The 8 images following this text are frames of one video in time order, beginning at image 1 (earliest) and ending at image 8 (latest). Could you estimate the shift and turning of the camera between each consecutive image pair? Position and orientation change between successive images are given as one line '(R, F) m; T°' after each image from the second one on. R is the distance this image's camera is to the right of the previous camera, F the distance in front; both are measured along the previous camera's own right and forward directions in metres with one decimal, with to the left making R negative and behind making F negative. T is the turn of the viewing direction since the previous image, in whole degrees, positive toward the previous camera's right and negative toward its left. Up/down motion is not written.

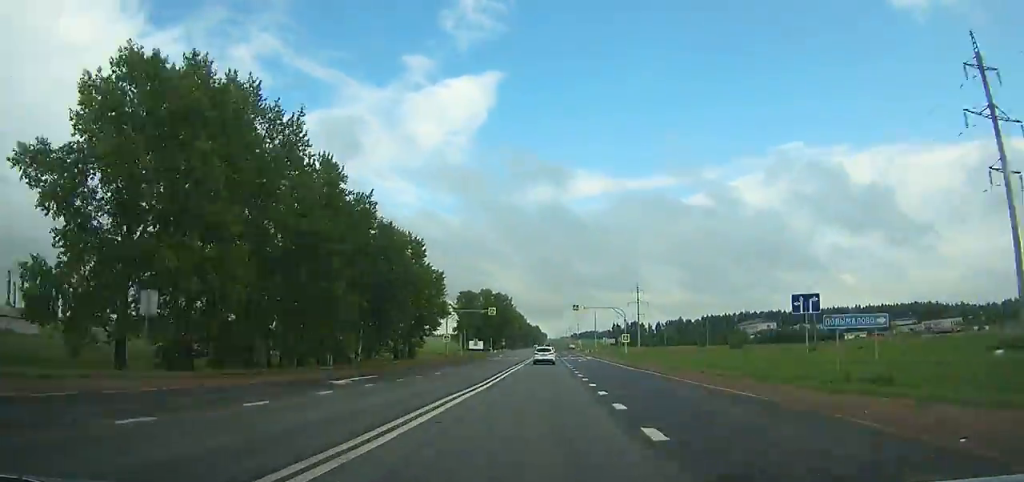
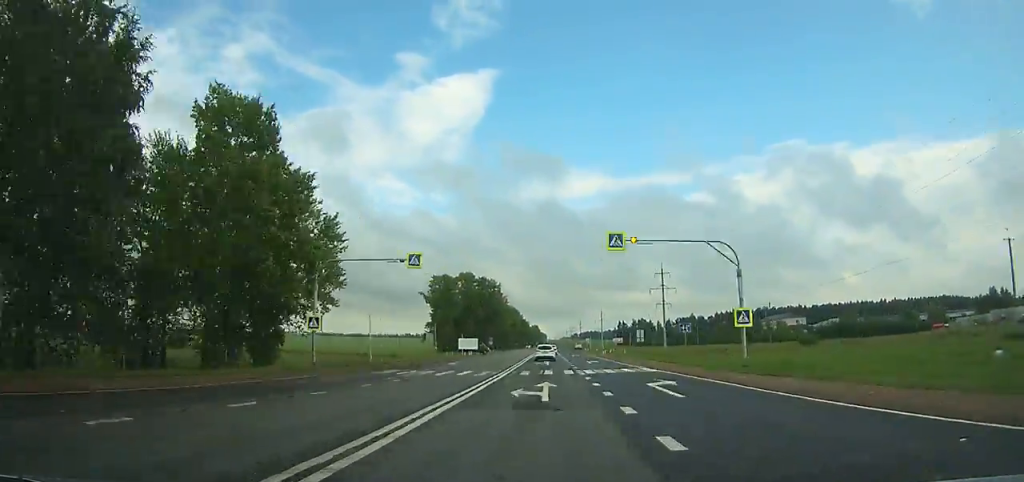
(0.0, +44.1) m; +1°
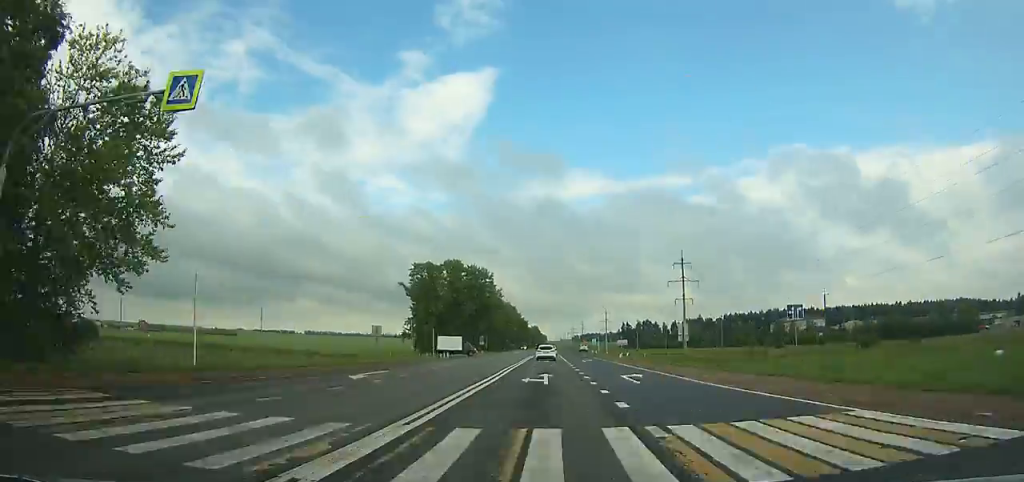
(+0.1, +22.0) m; 0°
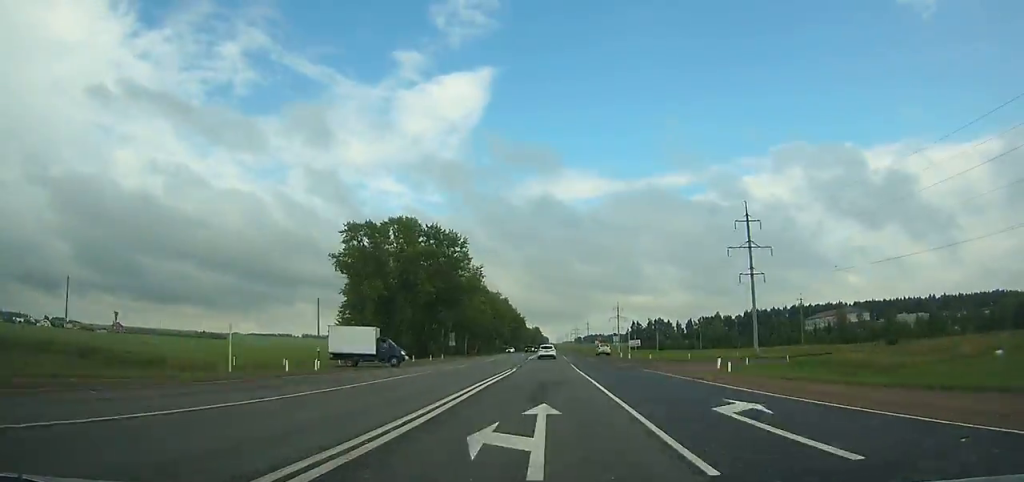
(+0.2, +43.9) m; 0°
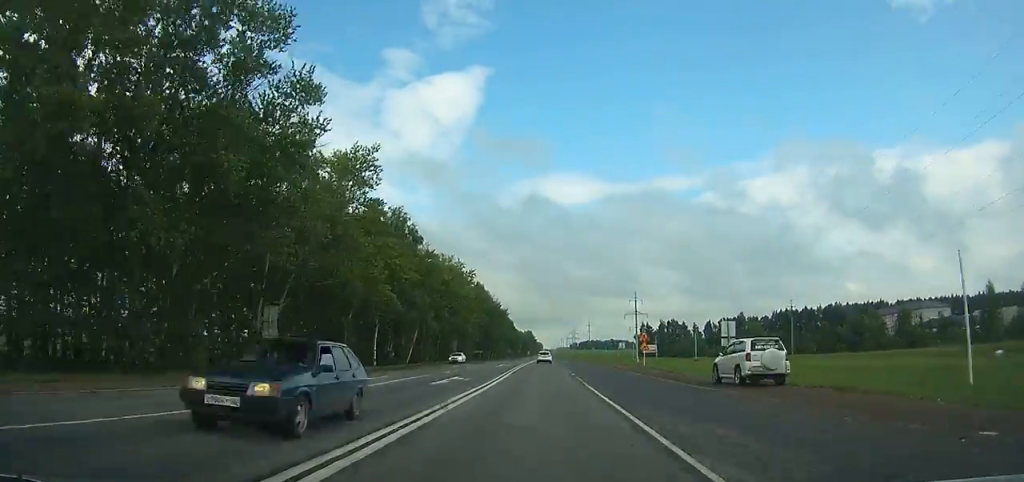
(-0.5, +61.3) m; 0°
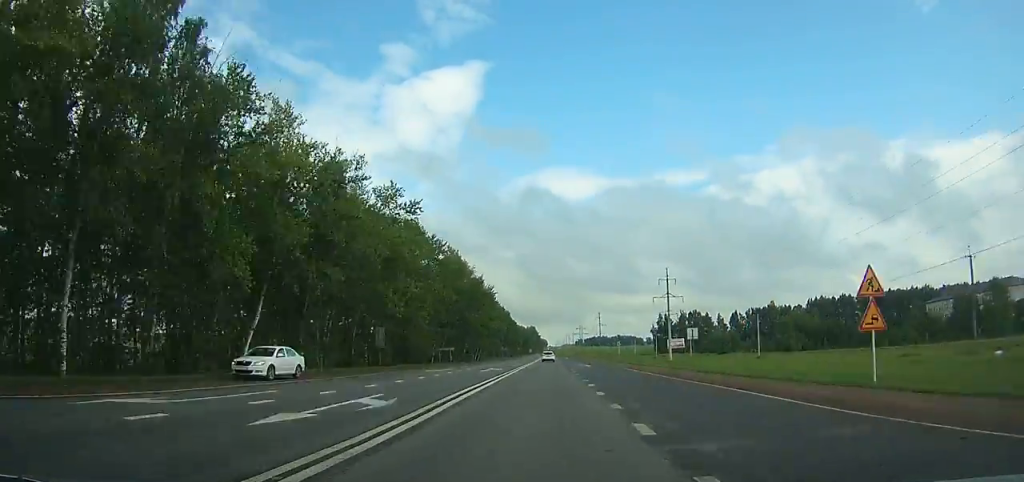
(+0.1, +43.1) m; 0°
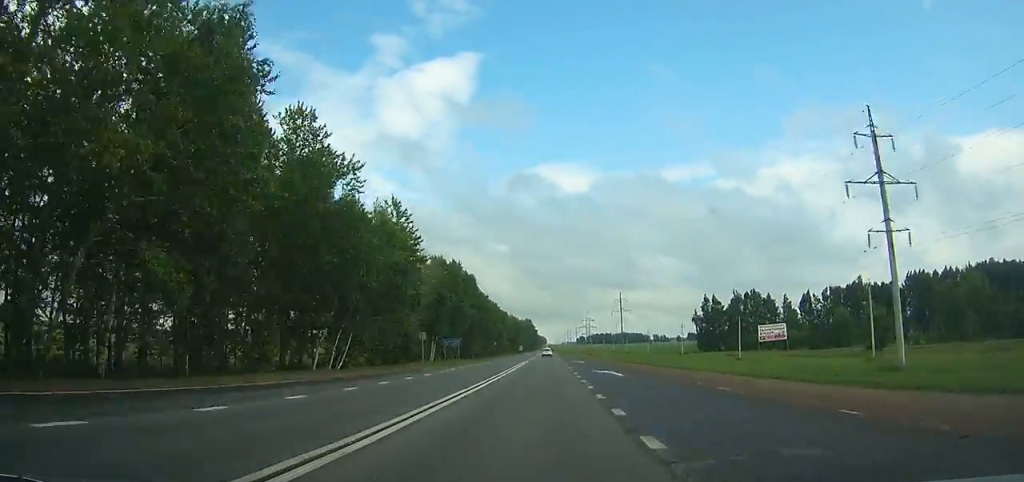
(-0.2, +93.8) m; 0°
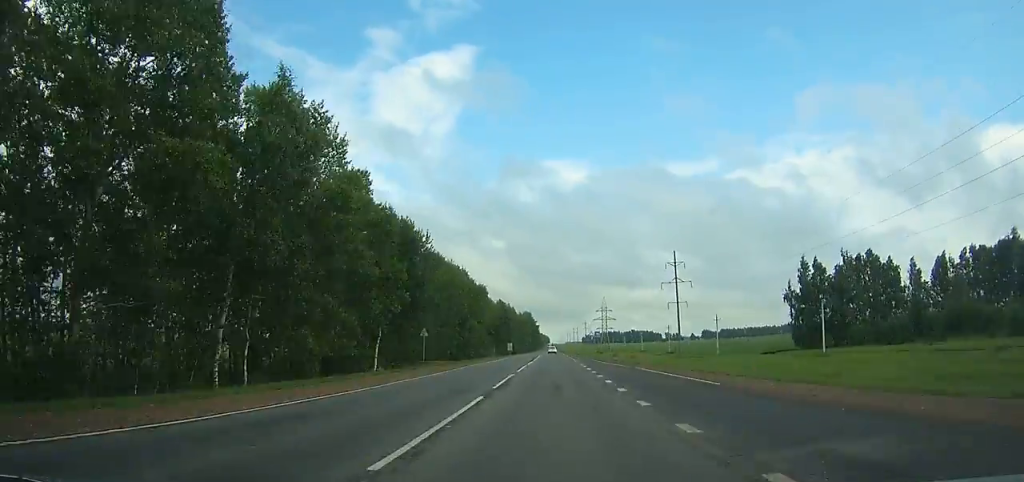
(-0.5, +81.6) m; -1°
